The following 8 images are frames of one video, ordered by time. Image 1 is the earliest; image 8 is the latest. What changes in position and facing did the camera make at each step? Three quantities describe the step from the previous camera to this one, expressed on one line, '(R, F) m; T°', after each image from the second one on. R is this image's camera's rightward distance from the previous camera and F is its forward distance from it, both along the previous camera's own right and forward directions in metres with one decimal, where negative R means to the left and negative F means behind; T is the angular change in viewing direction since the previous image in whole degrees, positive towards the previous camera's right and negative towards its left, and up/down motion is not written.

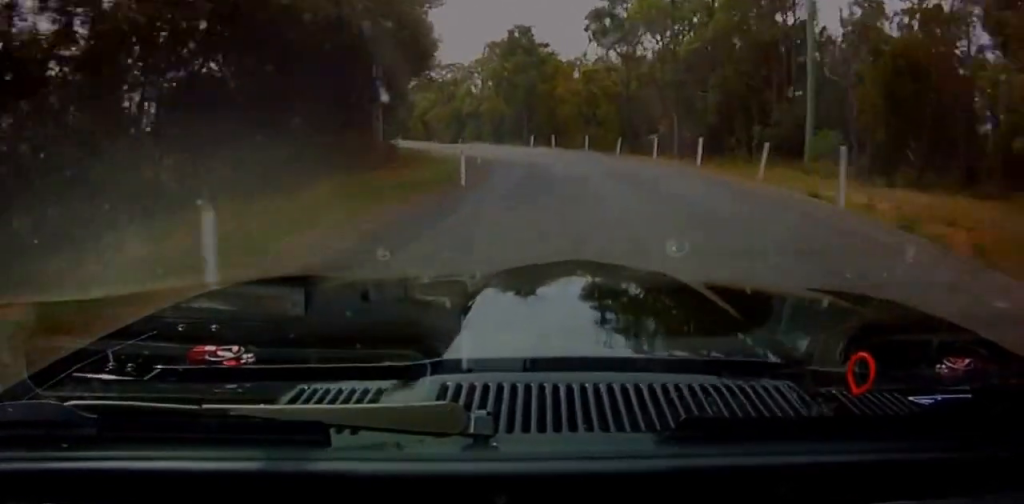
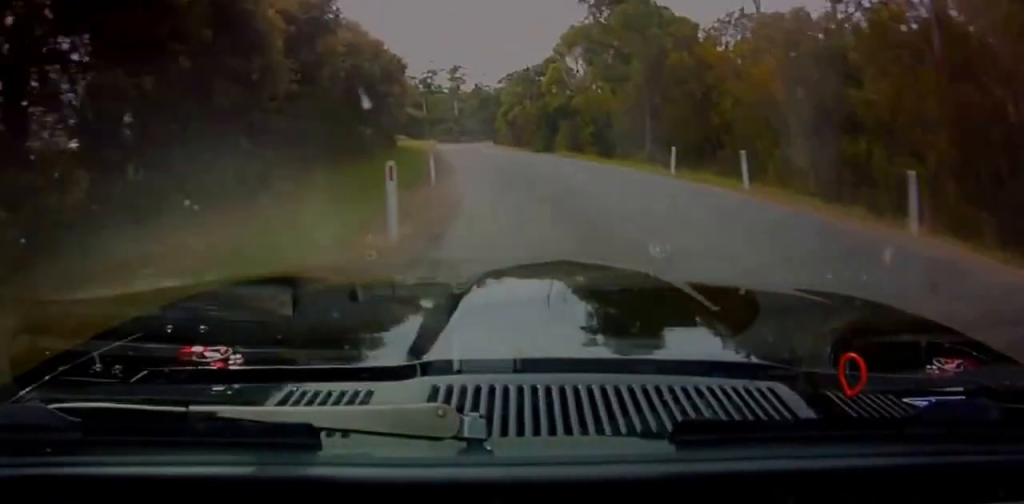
(0.0, +30.1) m; -2°
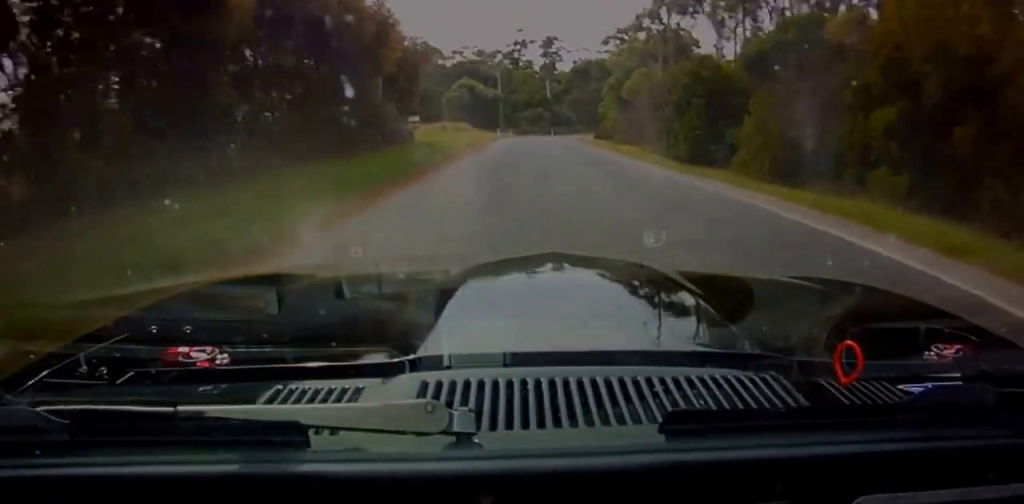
(+0.6, +32.0) m; -9°
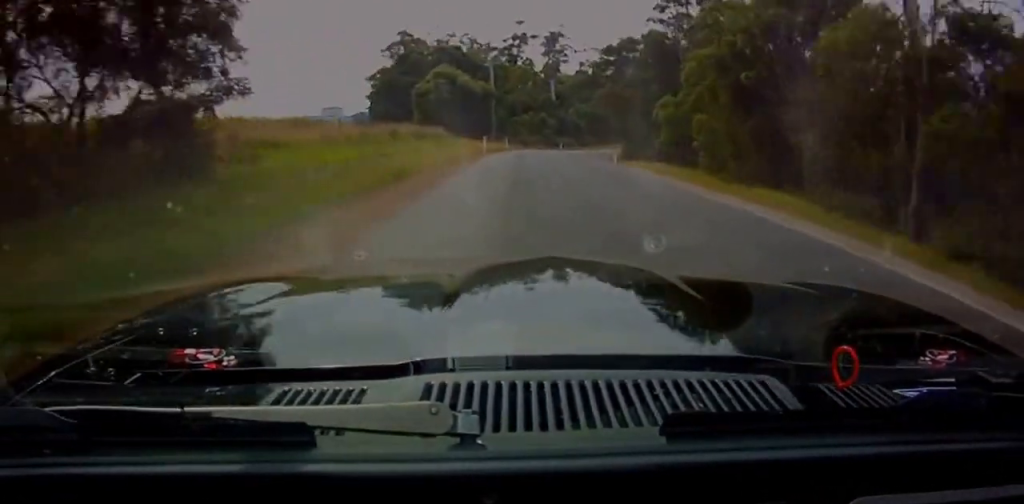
(-4.8, +28.7) m; -6°
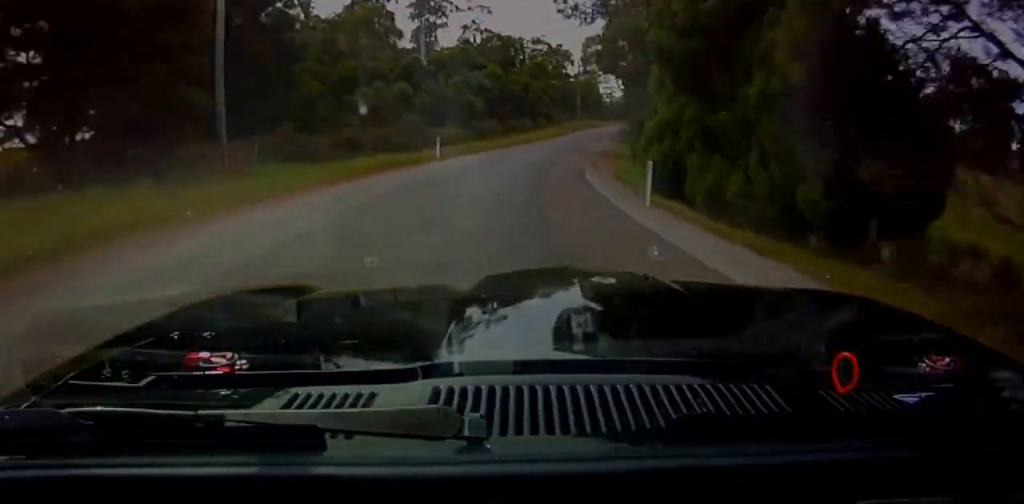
(-1.2, +52.6) m; +3°
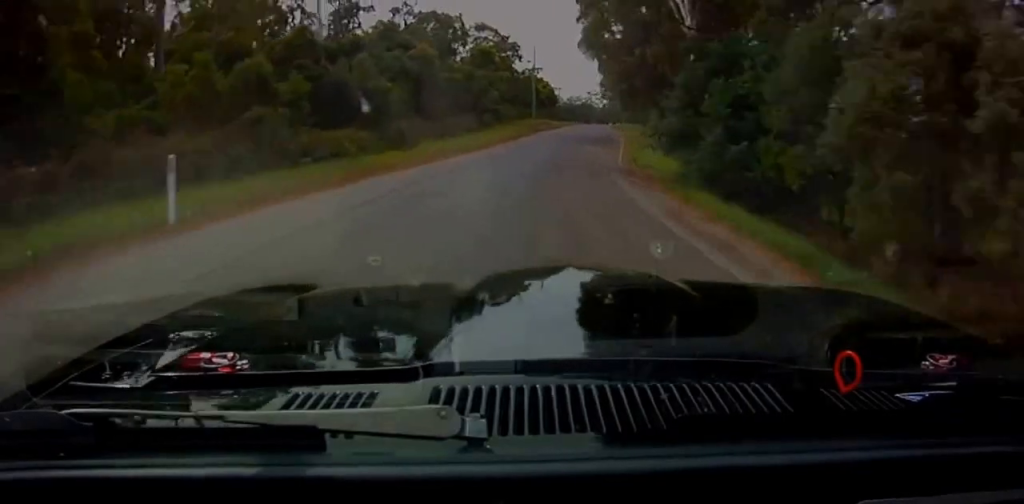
(+1.3, +21.6) m; +4°
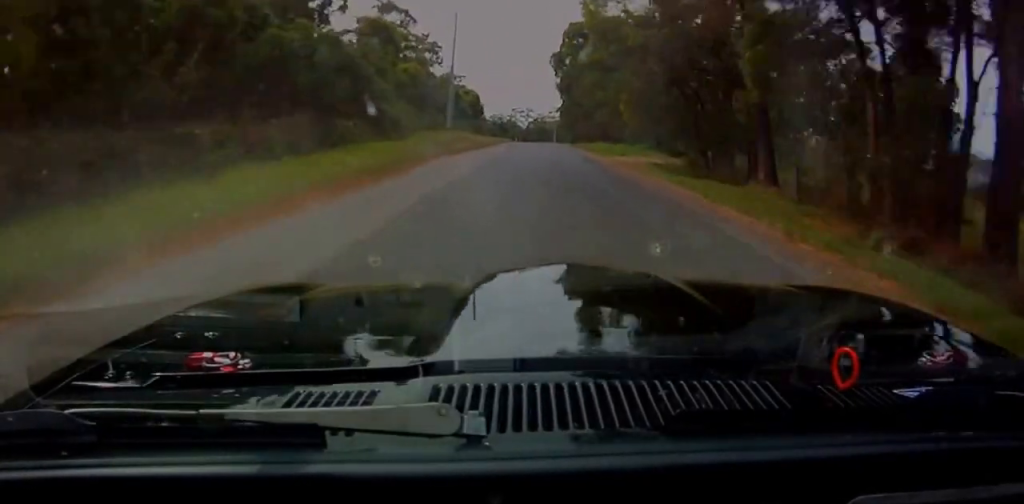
(+1.7, +34.7) m; +6°
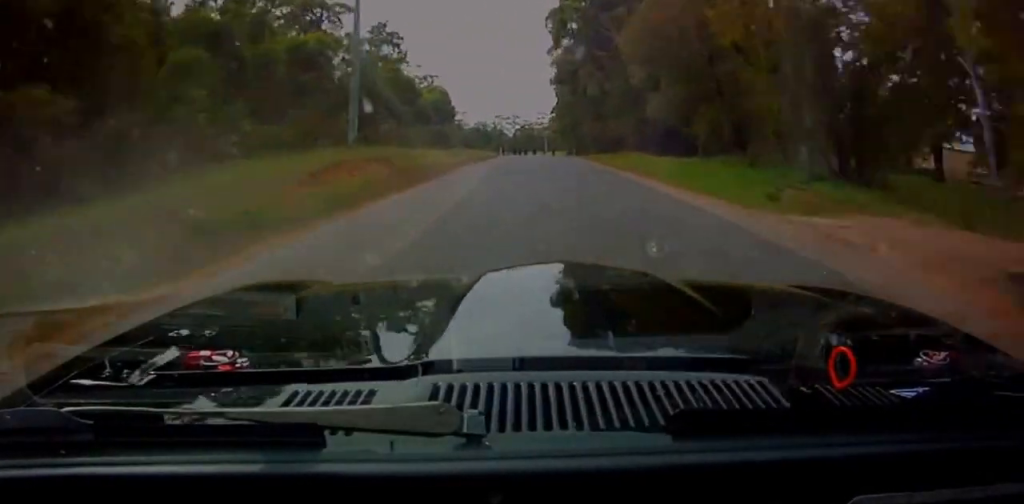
(+0.9, +27.9) m; +4°
